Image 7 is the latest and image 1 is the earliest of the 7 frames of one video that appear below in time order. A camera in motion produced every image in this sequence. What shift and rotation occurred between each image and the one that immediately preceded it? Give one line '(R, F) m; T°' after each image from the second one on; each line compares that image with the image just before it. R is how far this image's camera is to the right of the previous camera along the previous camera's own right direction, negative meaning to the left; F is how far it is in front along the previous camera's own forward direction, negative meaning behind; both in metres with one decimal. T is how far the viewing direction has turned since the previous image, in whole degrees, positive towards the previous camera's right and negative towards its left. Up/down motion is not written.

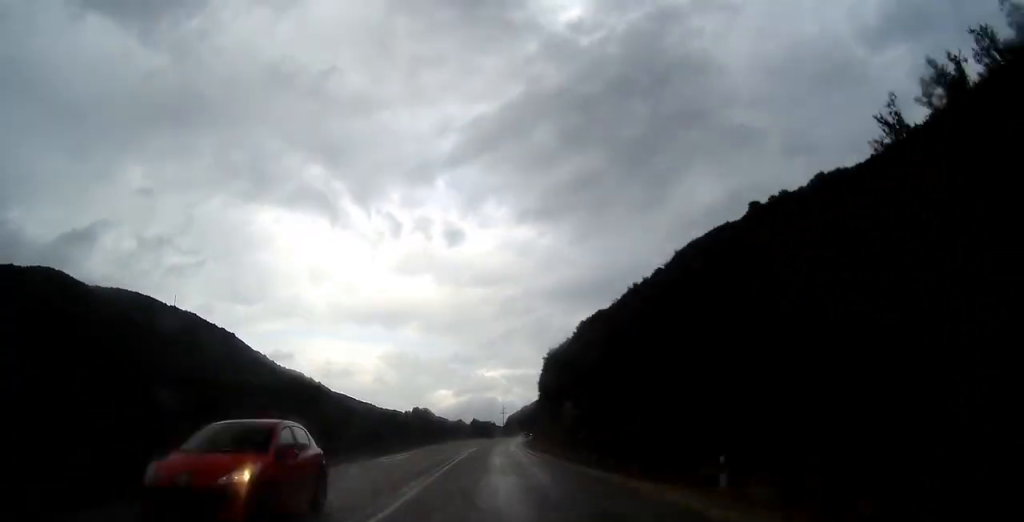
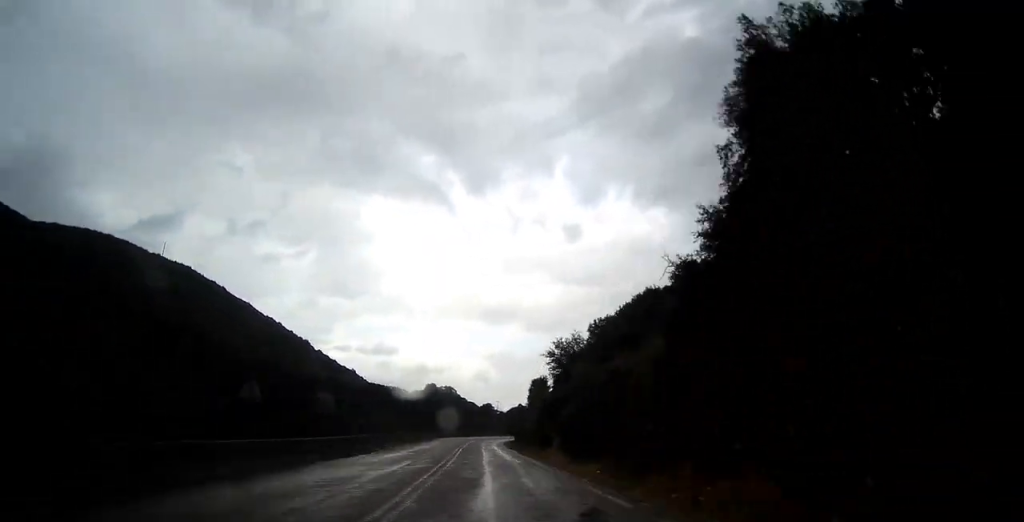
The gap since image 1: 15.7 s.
(+1.0, +329.6) m; -8°
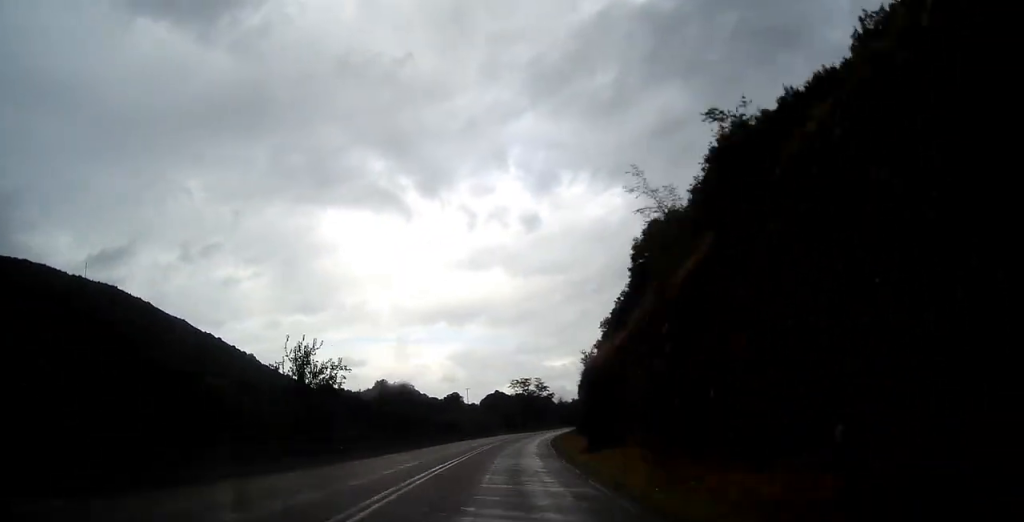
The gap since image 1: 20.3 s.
(+0.1, +118.2) m; +5°
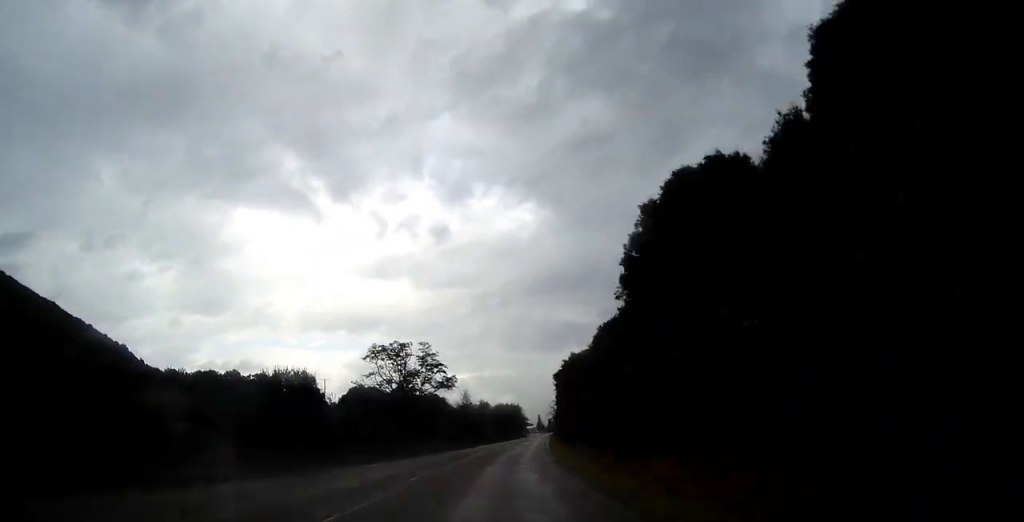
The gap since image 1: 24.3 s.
(+8.3, +89.7) m; +6°
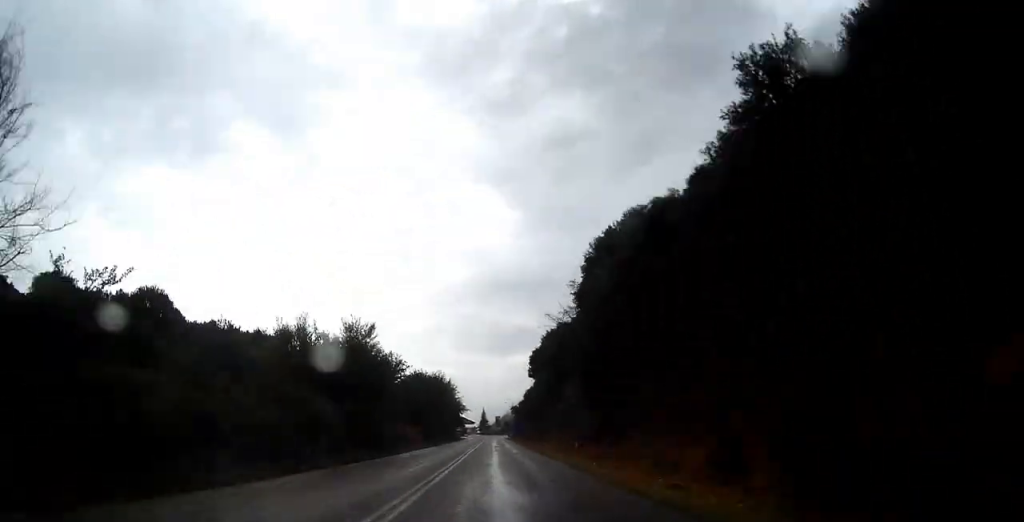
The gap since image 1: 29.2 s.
(+5.8, +104.6) m; +4°
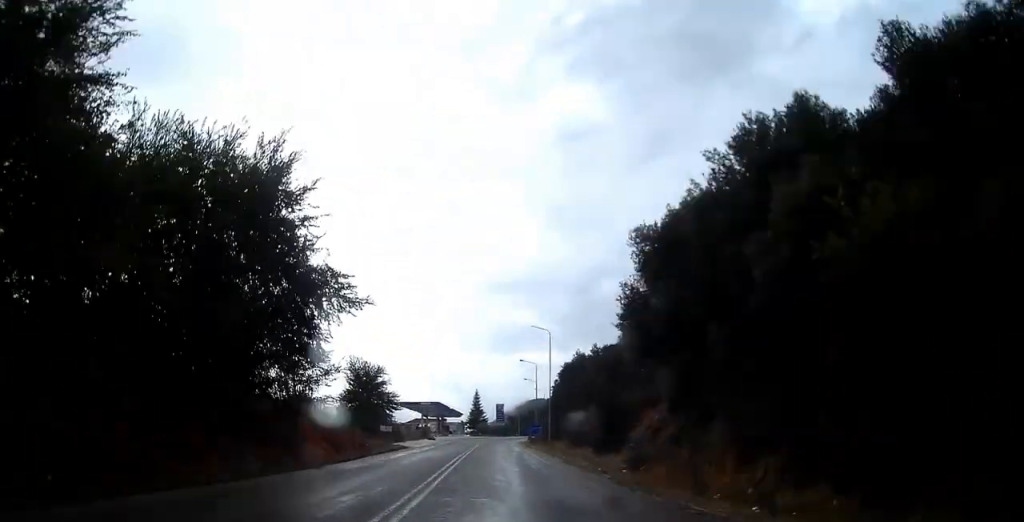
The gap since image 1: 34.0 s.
(+1.4, +102.1) m; +4°
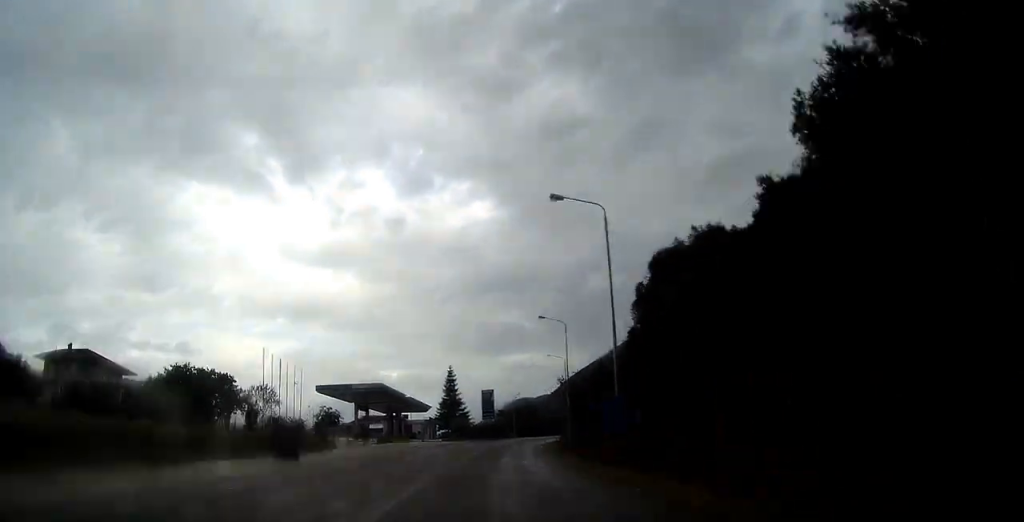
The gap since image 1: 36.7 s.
(-0.4, +55.3) m; +4°
